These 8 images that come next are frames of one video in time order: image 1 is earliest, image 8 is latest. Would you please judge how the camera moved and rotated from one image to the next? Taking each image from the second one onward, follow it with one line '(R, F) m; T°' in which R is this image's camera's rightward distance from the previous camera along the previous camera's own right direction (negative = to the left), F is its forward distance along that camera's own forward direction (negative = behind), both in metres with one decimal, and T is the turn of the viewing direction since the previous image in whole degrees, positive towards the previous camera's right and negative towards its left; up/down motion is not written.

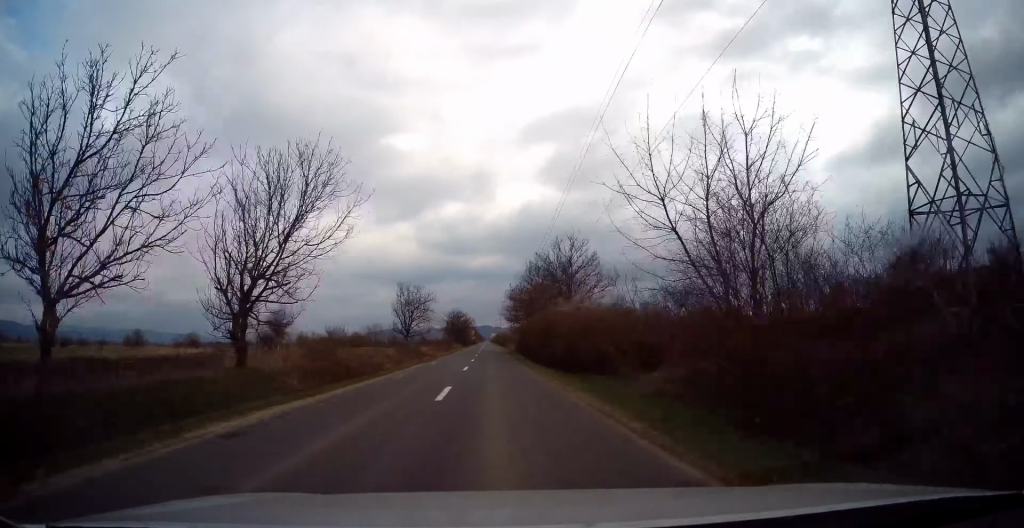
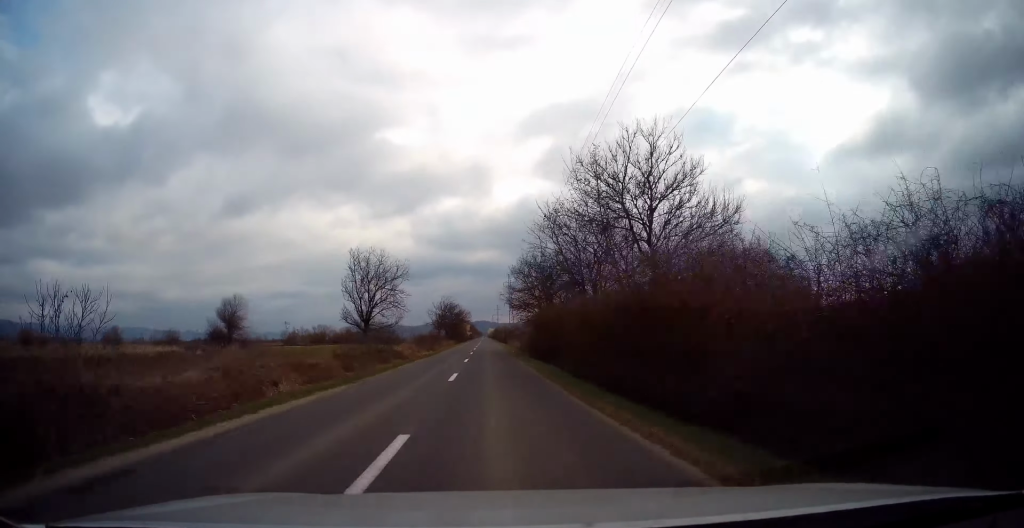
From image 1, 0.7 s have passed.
(+0.4, +19.0) m; +1°
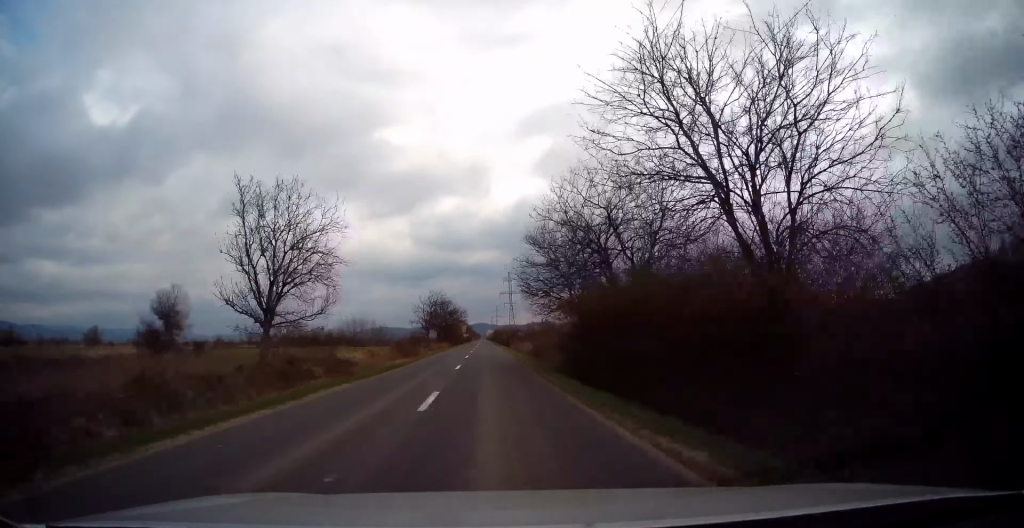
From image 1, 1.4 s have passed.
(-0.1, +18.3) m; 0°
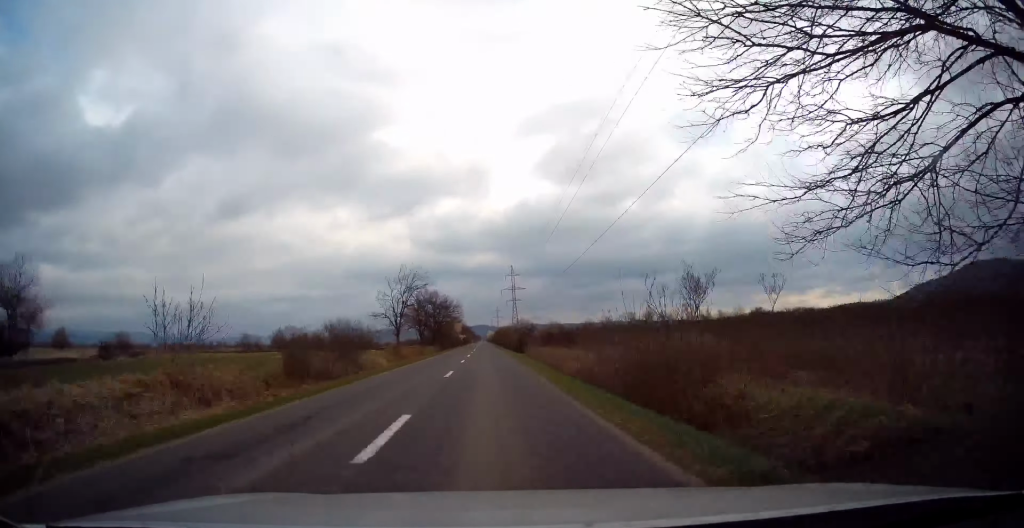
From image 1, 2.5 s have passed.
(-0.2, +28.3) m; -1°
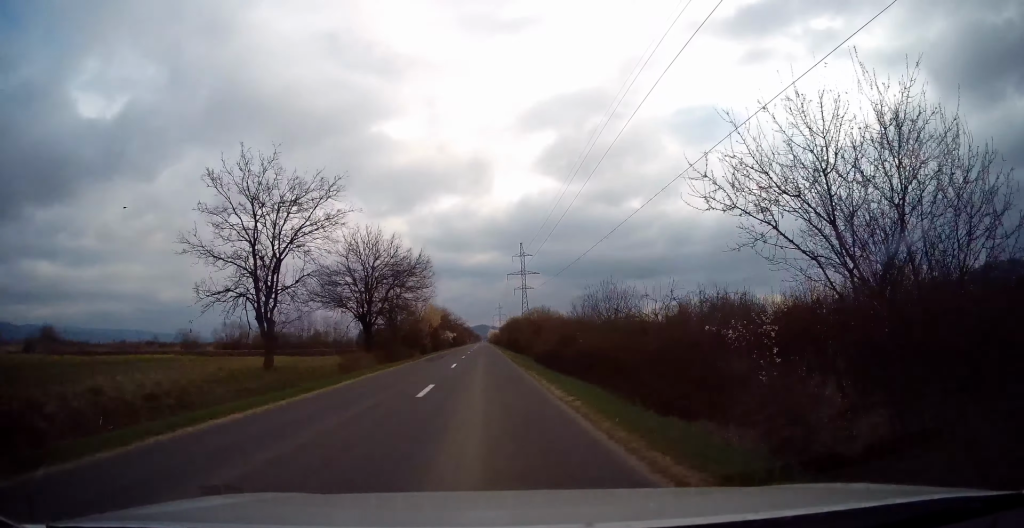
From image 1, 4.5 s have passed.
(0.0, +53.3) m; +1°
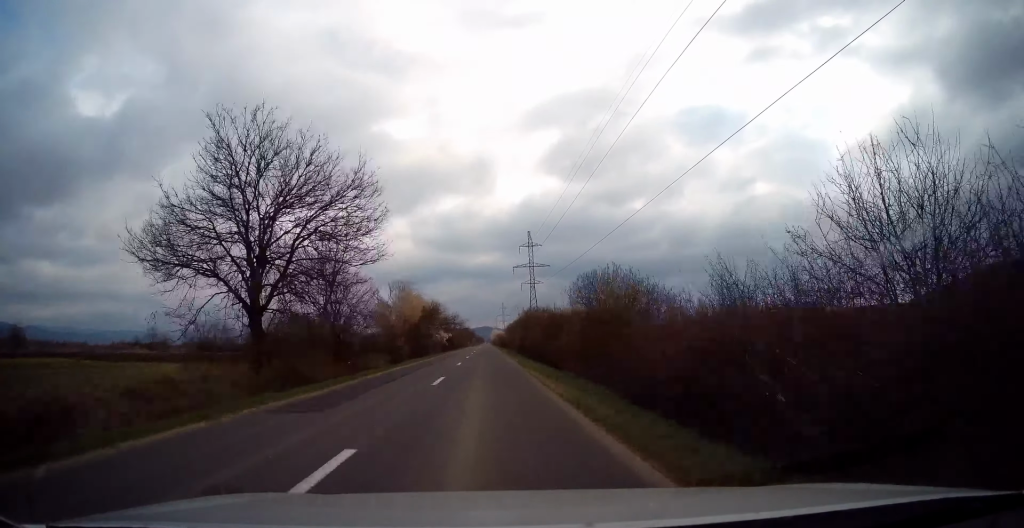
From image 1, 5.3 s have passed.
(+0.2, +20.4) m; 0°
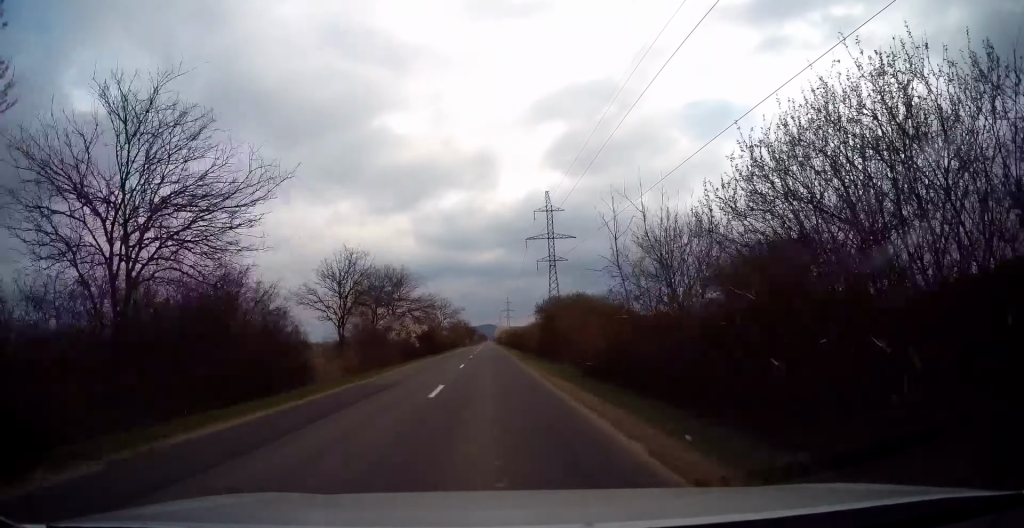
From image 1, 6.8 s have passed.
(-0.6, +38.4) m; -1°
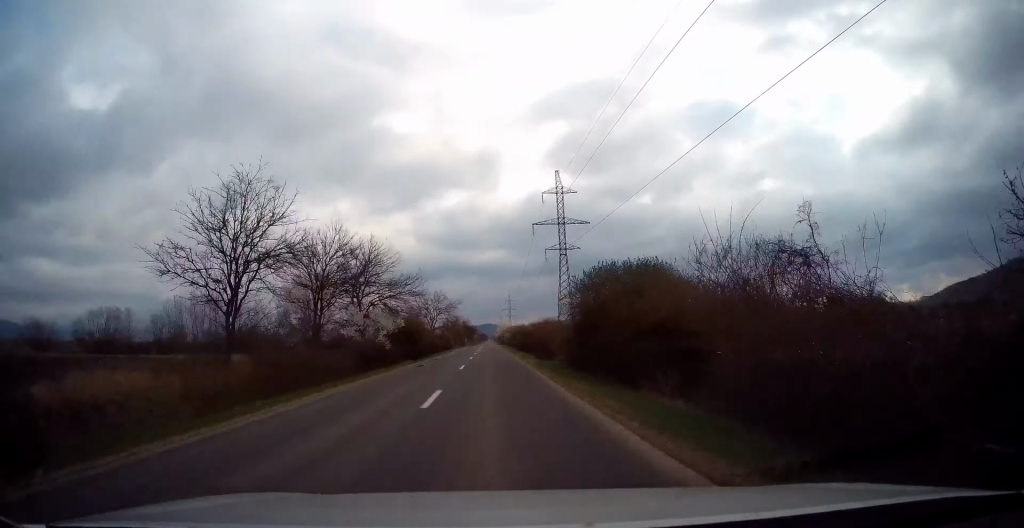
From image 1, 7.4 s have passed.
(+0.3, +13.9) m; 0°
